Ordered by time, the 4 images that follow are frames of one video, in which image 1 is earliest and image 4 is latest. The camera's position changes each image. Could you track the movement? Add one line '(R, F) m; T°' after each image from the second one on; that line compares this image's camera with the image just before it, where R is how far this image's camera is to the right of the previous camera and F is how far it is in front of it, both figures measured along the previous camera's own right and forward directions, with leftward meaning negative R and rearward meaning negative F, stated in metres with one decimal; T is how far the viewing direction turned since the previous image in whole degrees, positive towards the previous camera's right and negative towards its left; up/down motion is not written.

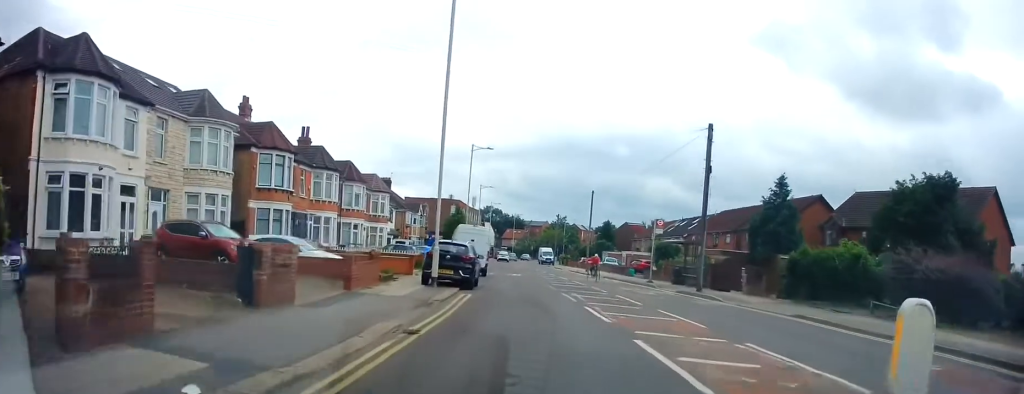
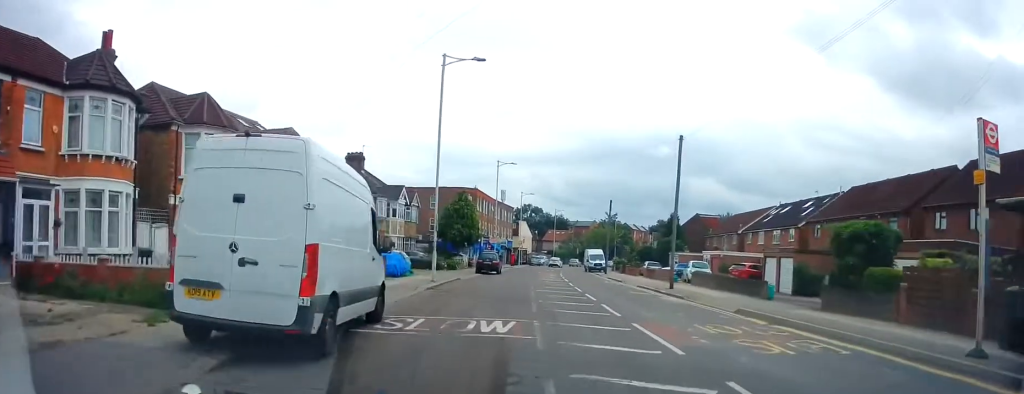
(-0.9, +25.1) m; -6°
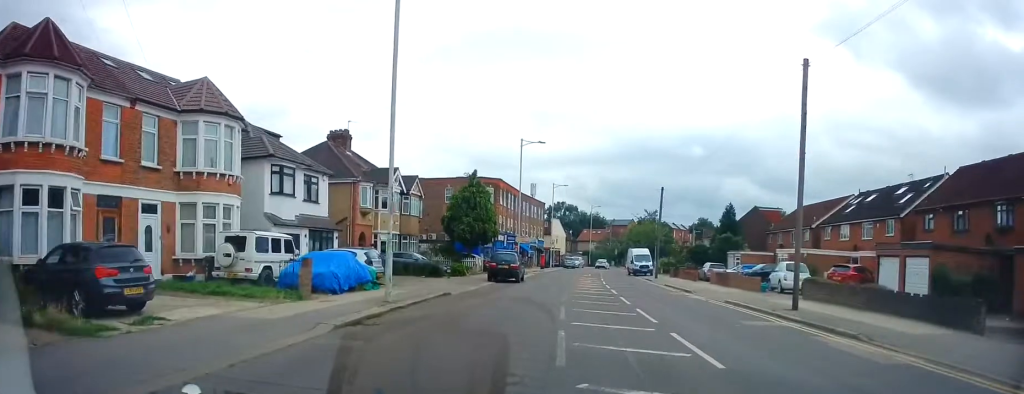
(-0.4, +11.6) m; -3°
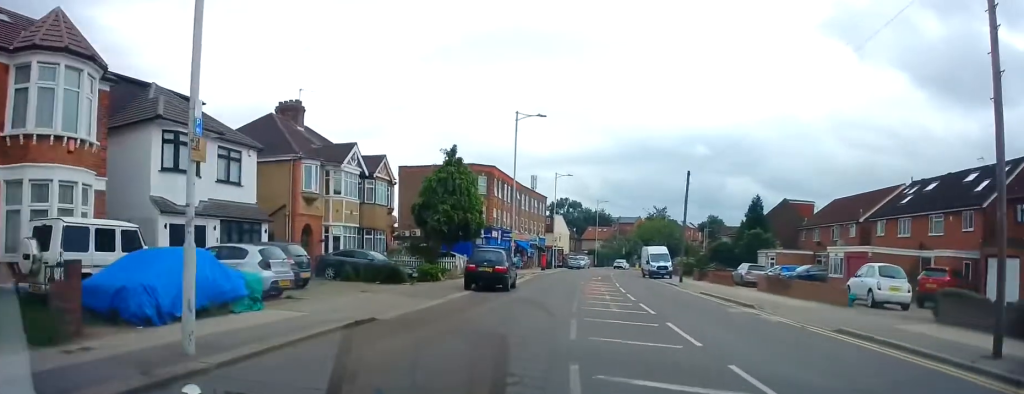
(0.0, +8.6) m; -1°
